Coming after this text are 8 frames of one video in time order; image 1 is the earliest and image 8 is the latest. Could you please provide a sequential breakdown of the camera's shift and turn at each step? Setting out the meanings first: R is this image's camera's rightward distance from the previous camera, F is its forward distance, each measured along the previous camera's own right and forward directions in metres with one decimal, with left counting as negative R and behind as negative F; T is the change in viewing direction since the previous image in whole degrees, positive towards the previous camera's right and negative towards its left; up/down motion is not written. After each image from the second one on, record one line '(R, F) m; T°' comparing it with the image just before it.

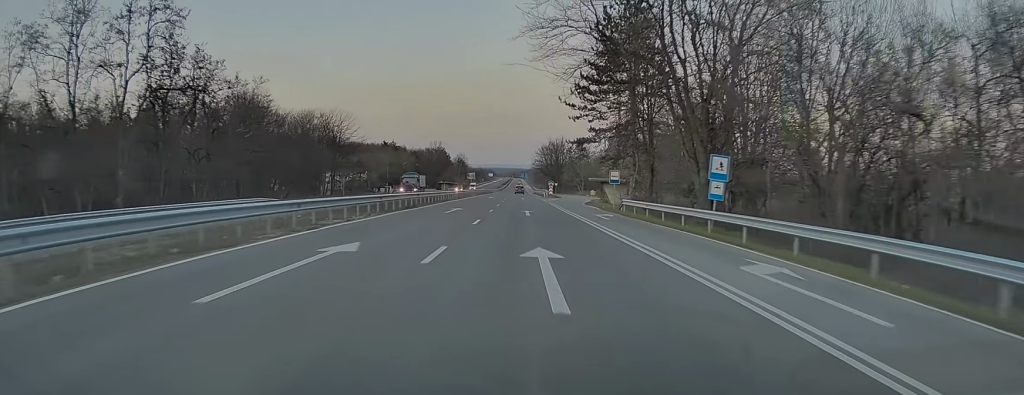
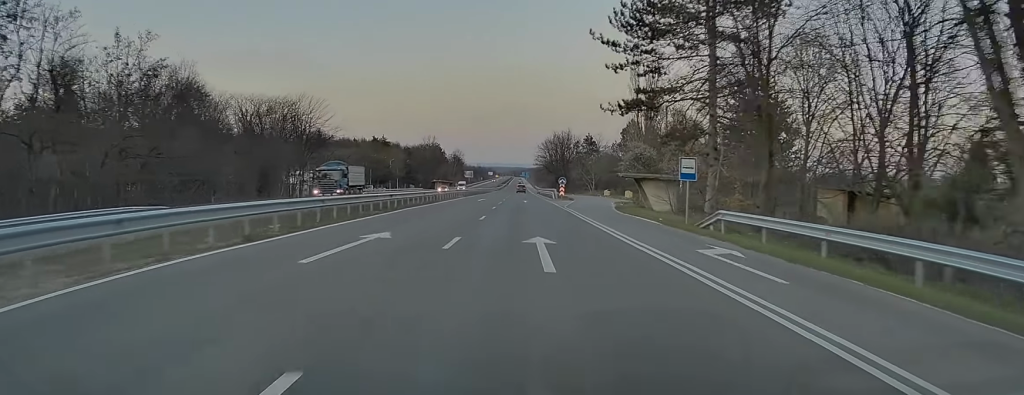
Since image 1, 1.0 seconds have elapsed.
(-0.3, +21.6) m; -1°
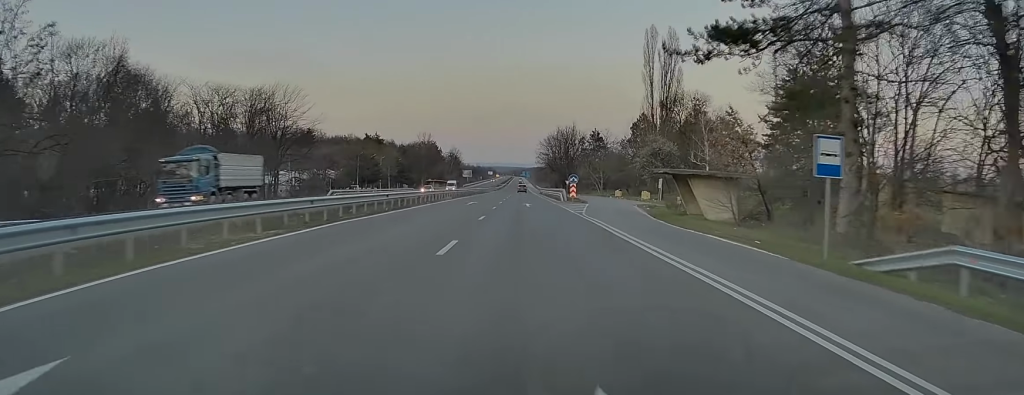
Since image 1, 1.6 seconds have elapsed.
(0.0, +13.4) m; 0°
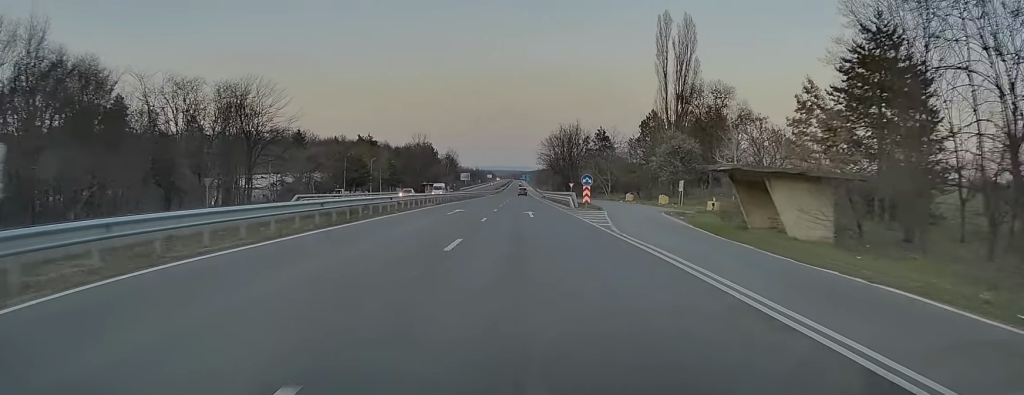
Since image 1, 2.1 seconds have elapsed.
(+0.1, +11.1) m; 0°
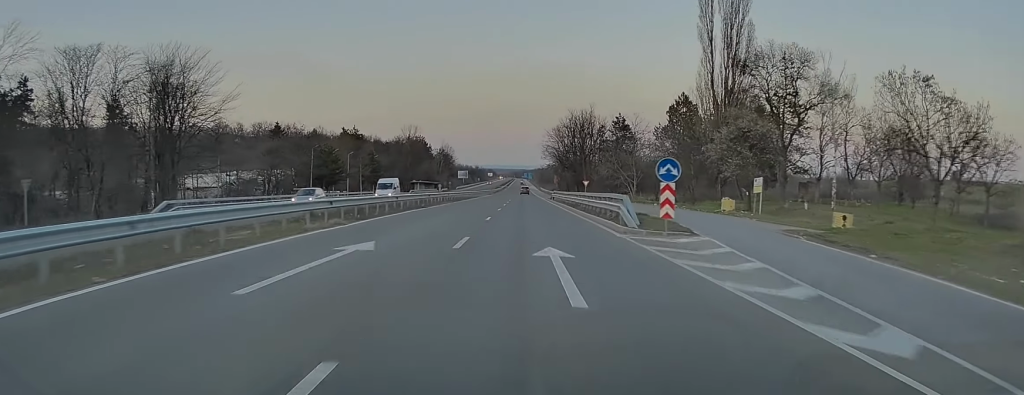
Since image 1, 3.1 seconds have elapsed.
(-0.1, +23.6) m; 0°
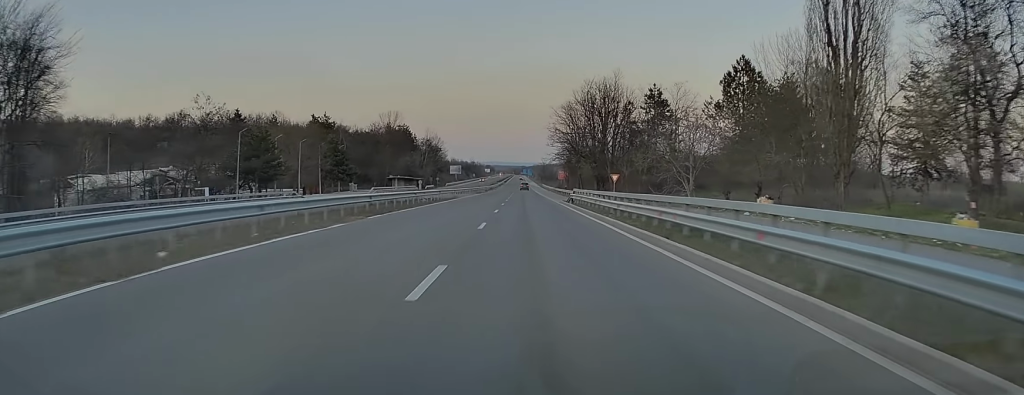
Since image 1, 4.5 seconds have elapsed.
(+0.1, +30.7) m; 0°
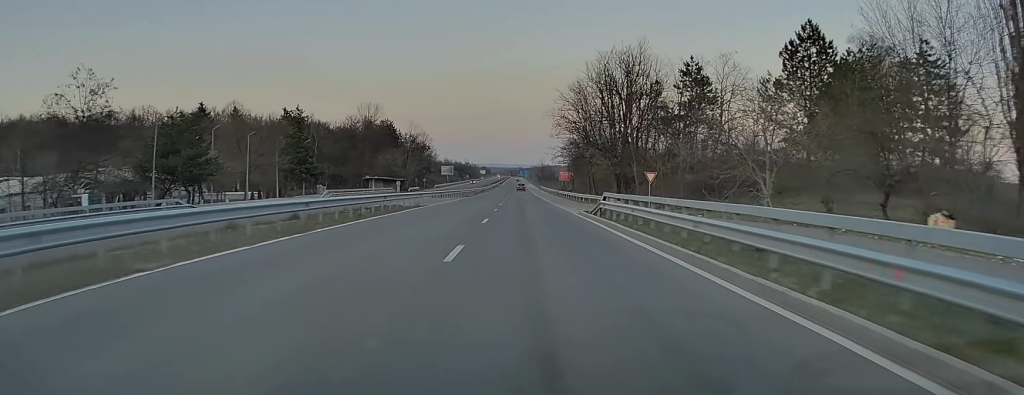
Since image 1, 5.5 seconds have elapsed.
(-0.1, +20.3) m; 0°
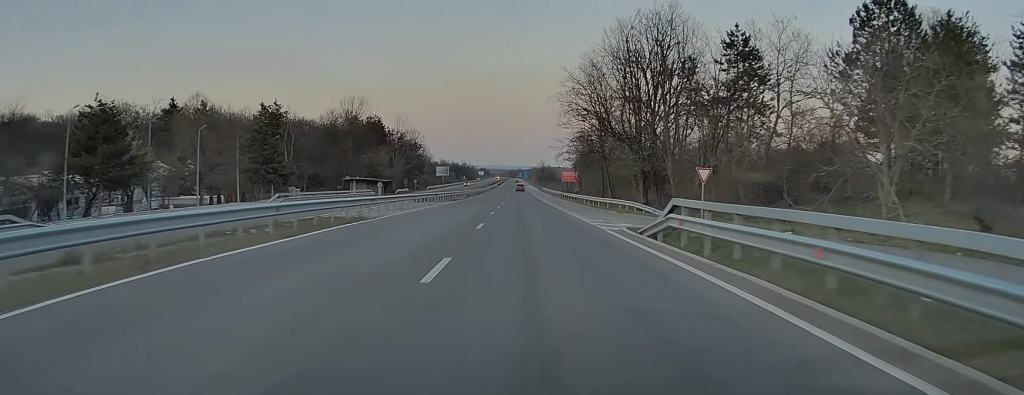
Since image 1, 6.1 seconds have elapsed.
(0.0, +14.4) m; 0°
